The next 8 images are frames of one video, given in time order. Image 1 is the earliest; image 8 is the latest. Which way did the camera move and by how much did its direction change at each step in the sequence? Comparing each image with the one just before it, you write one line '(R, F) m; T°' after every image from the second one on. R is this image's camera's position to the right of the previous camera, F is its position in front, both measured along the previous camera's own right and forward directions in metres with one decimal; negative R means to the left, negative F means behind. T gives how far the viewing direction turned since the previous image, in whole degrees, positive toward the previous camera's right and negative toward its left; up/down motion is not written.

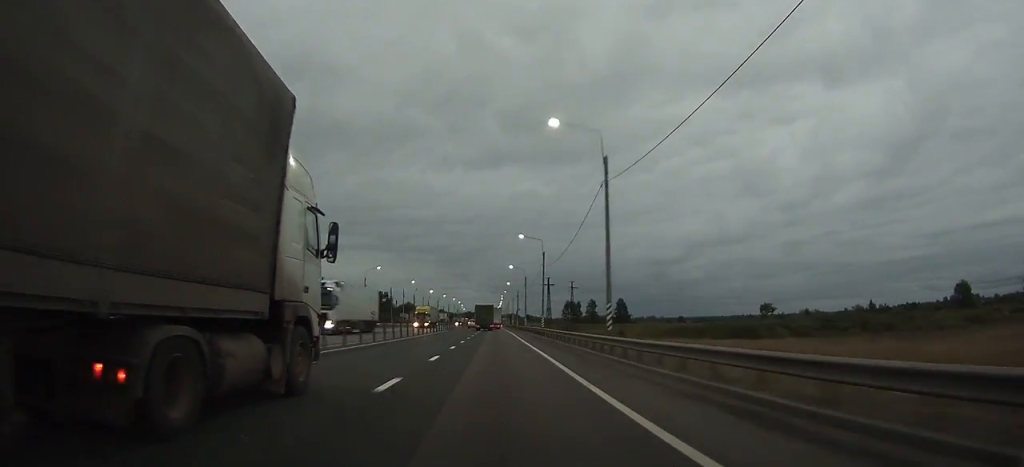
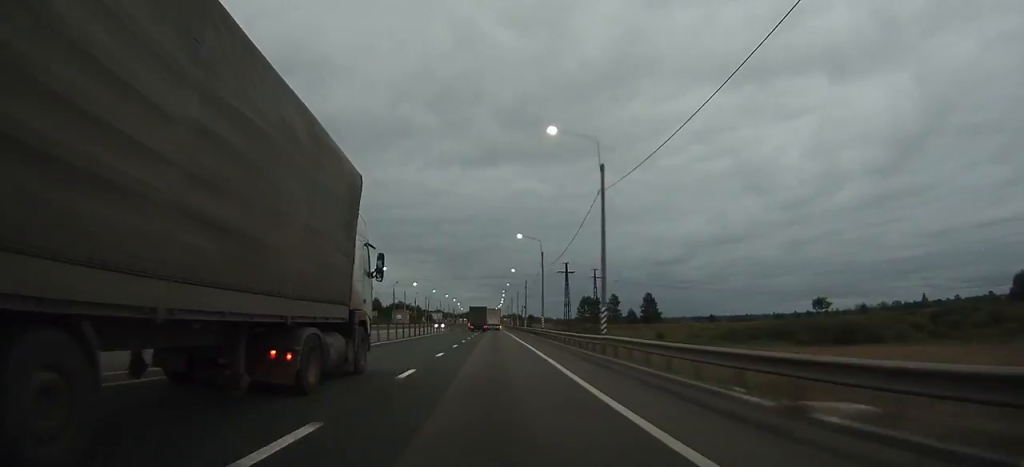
(-0.2, +37.3) m; 0°
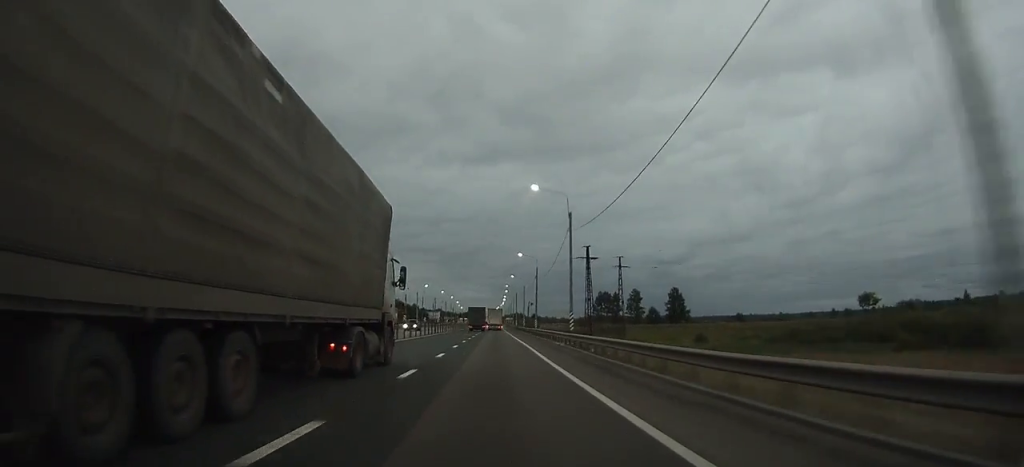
(0.0, +23.9) m; 0°
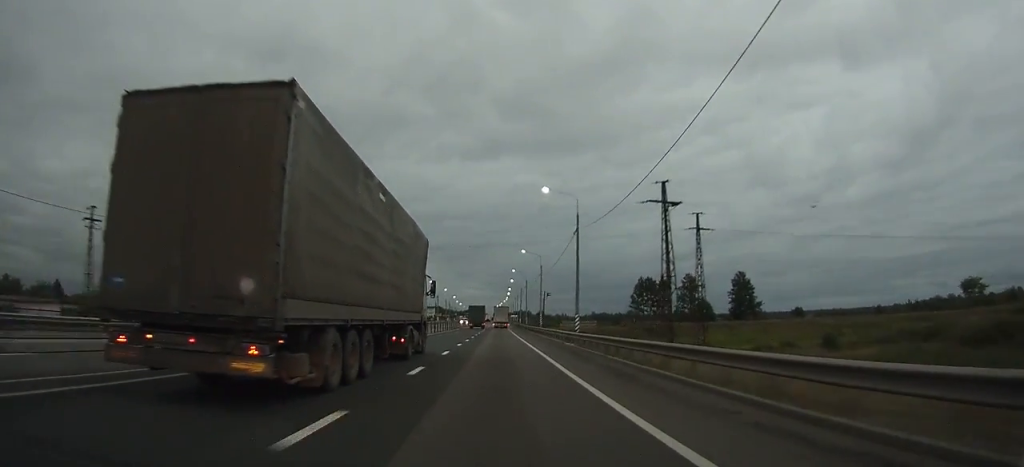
(-0.1, +39.4) m; 0°
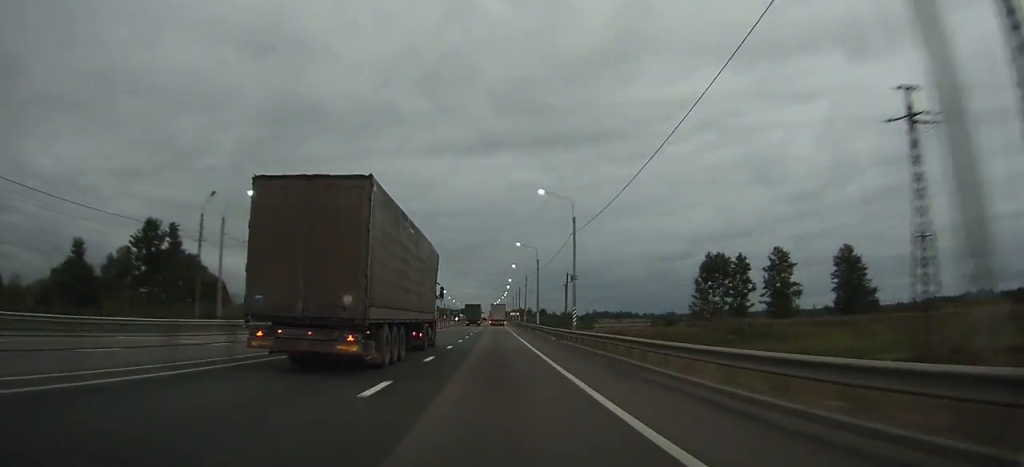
(+0.1, +36.0) m; 0°
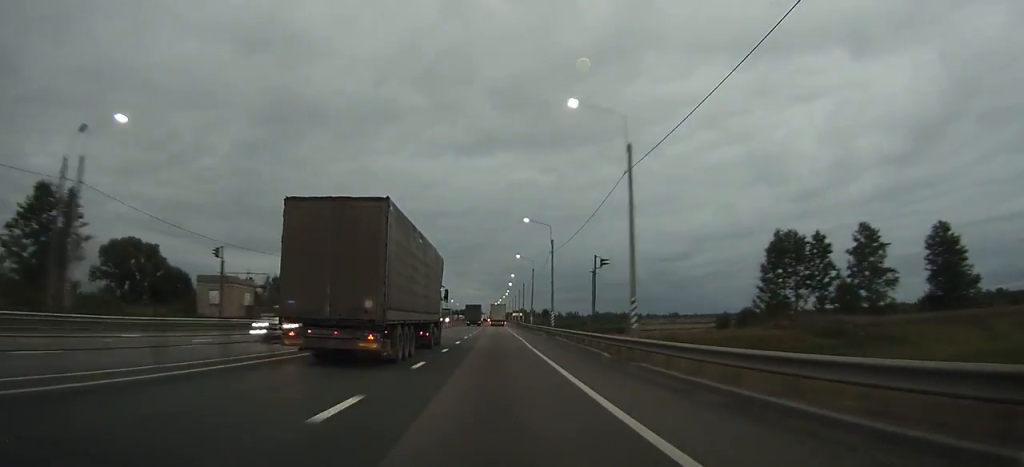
(0.0, +18.1) m; 0°
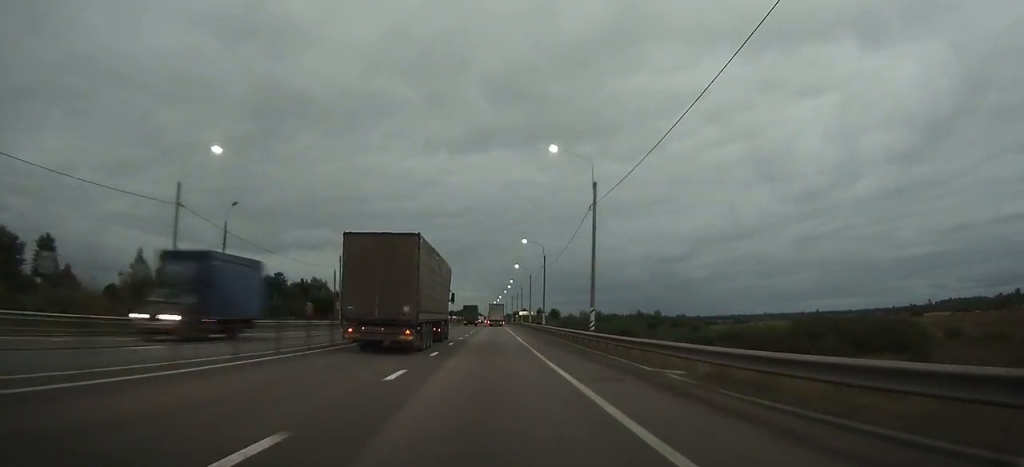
(-0.3, +58.6) m; 0°
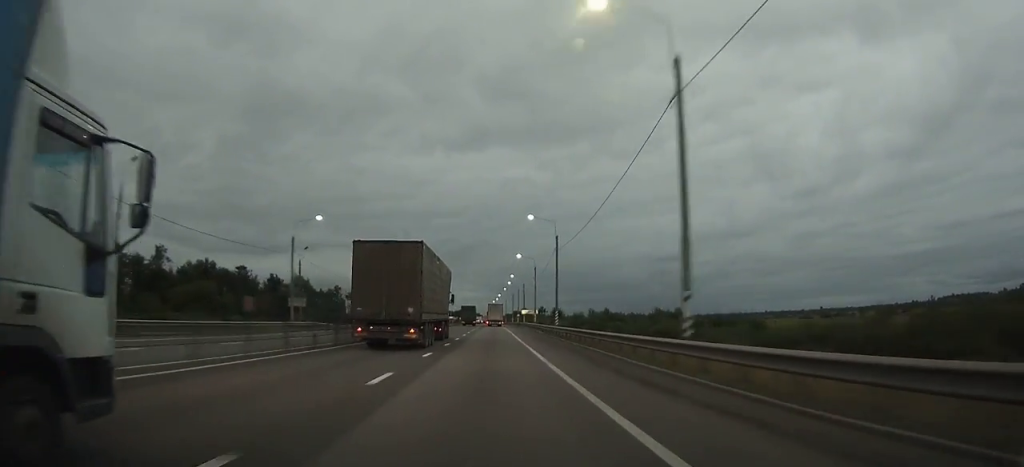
(0.0, +16.9) m; 0°
